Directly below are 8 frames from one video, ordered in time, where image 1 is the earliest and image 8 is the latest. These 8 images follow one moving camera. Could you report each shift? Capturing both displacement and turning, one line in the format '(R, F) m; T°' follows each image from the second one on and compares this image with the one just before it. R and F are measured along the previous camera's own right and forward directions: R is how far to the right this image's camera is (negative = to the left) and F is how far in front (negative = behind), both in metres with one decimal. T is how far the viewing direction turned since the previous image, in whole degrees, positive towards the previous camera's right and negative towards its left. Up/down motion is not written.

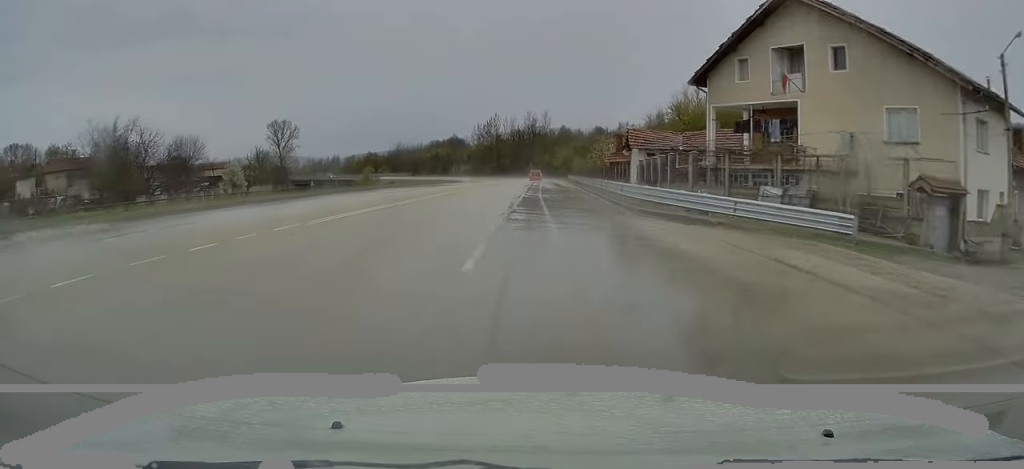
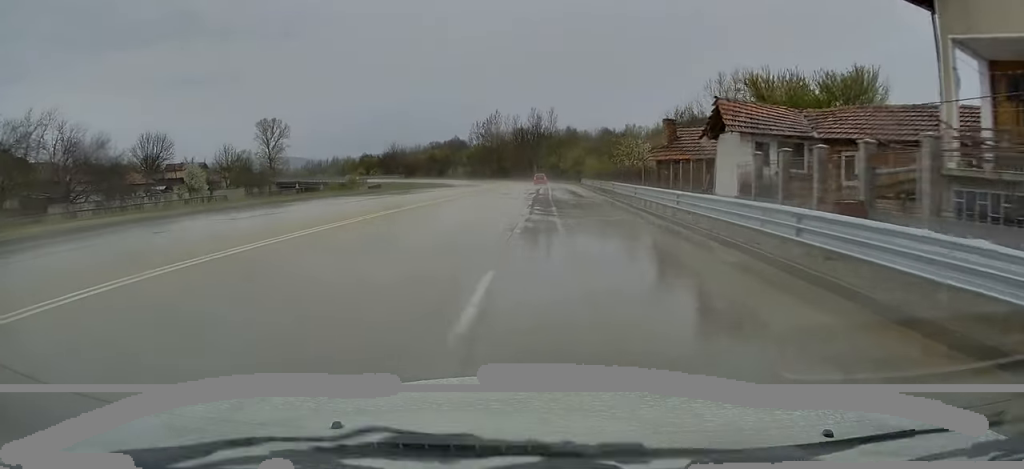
(+0.3, +17.5) m; +1°
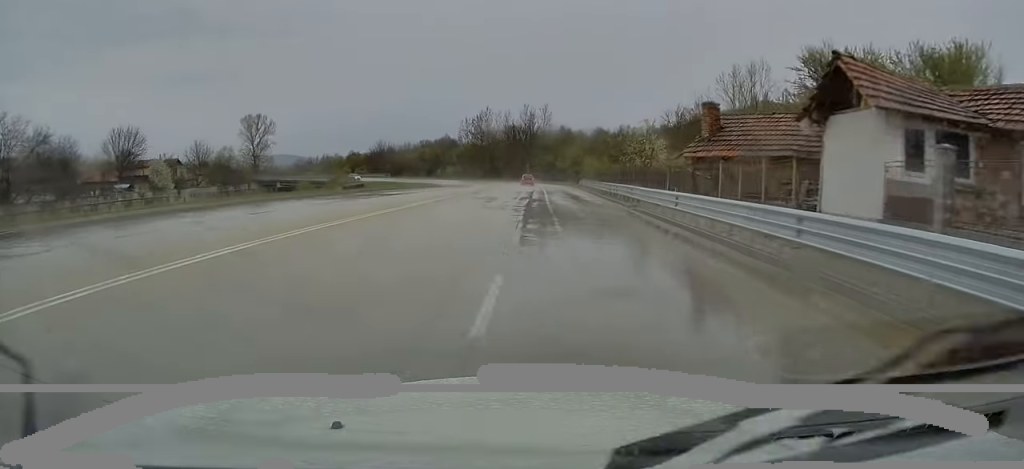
(-0.1, +8.9) m; 0°
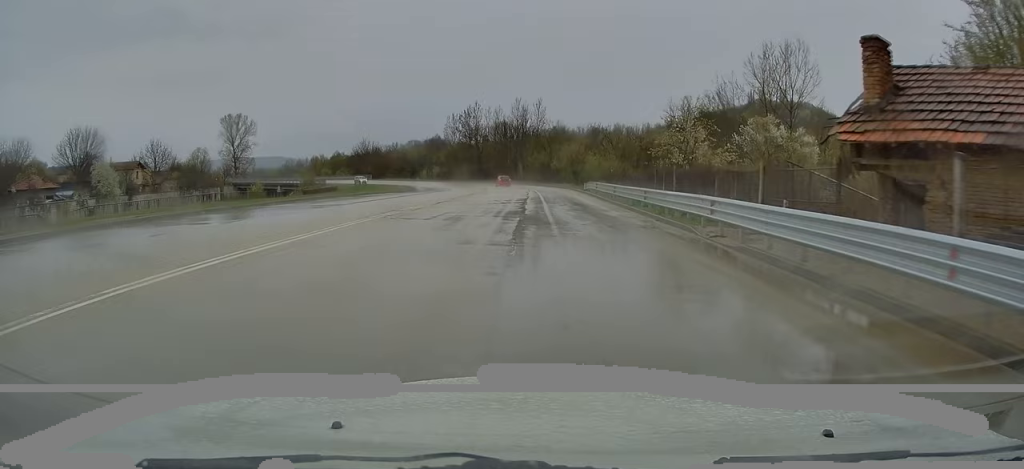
(+0.1, +13.0) m; +1°
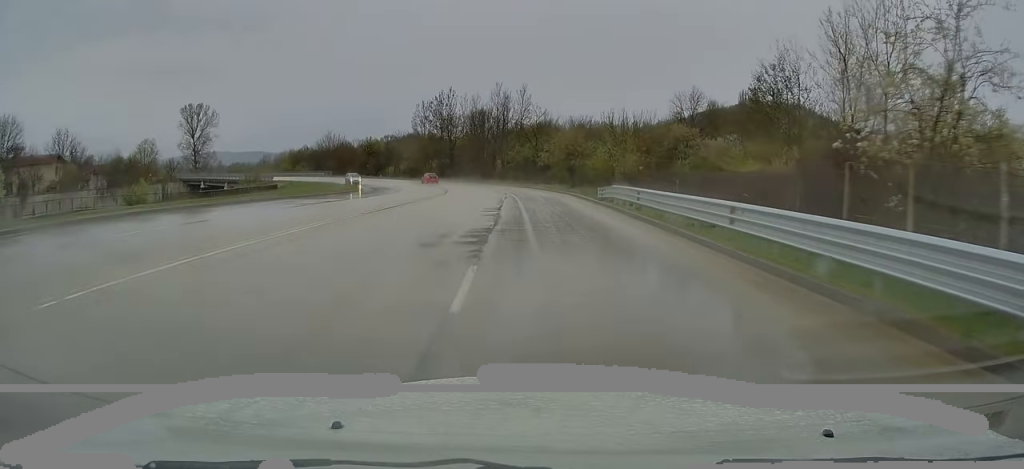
(+0.3, +21.2) m; +1°
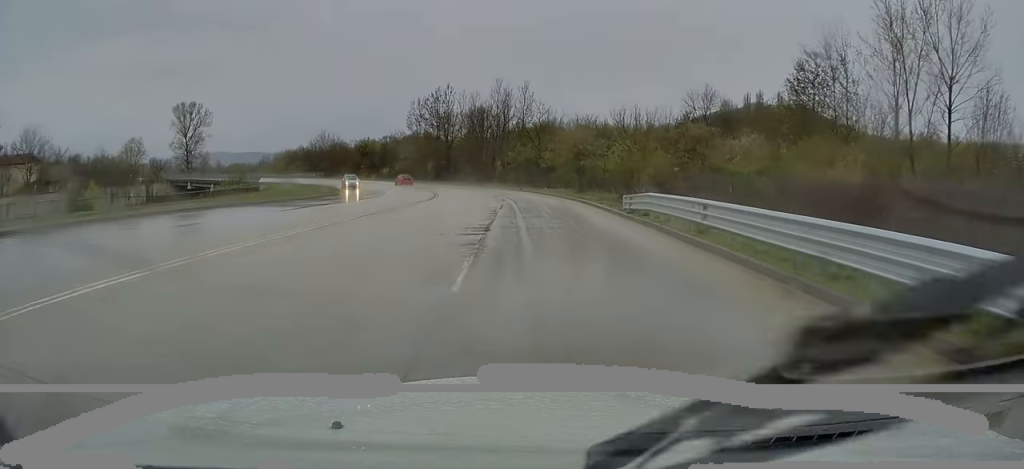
(0.0, +7.6) m; 0°
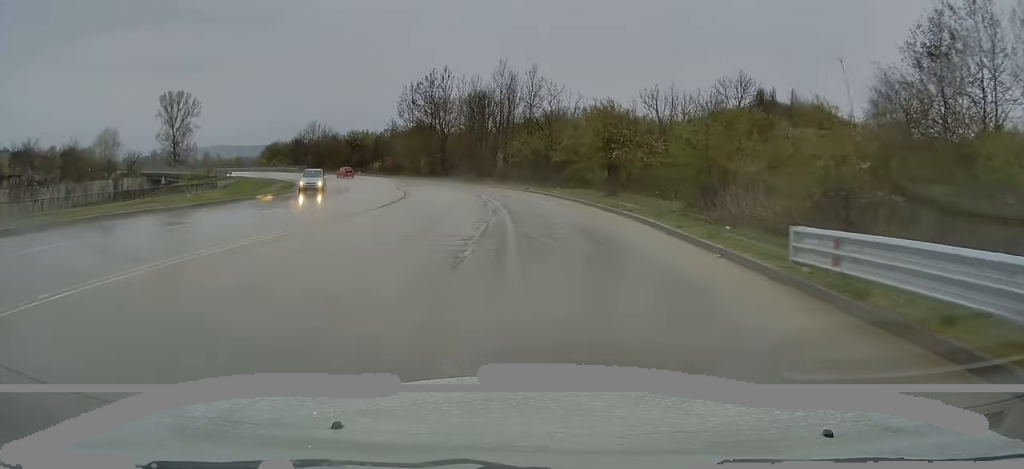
(-0.1, +14.7) m; -1°
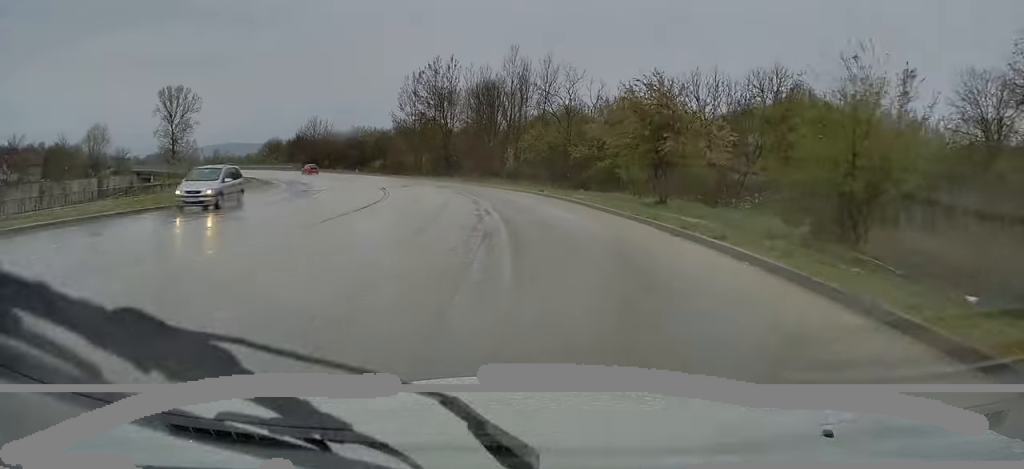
(-0.1, +9.6) m; -1°
